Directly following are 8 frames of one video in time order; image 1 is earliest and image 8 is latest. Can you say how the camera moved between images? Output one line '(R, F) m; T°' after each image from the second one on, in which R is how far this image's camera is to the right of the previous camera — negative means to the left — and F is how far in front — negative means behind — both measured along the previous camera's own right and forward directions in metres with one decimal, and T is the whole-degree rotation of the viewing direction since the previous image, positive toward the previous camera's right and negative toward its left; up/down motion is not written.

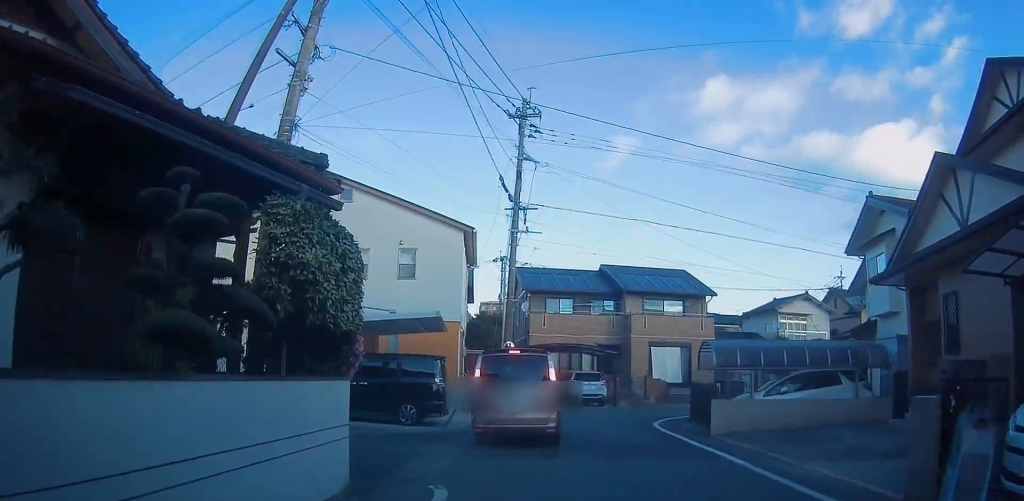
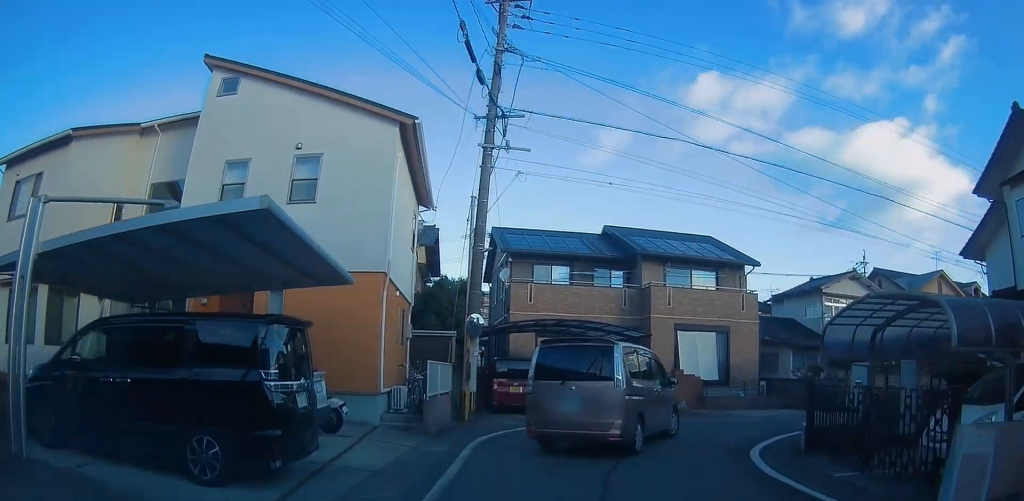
(+0.3, +4.3) m; +4°
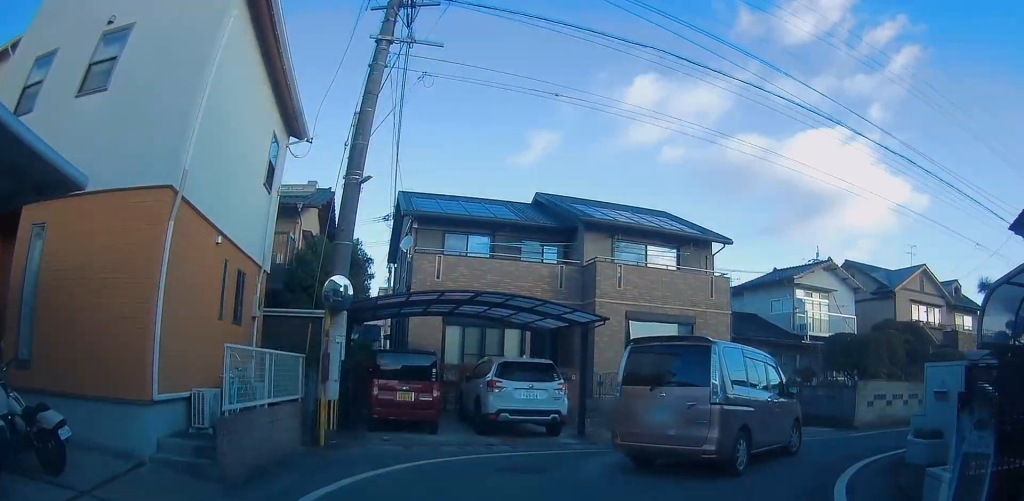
(0.0, +4.0) m; 0°
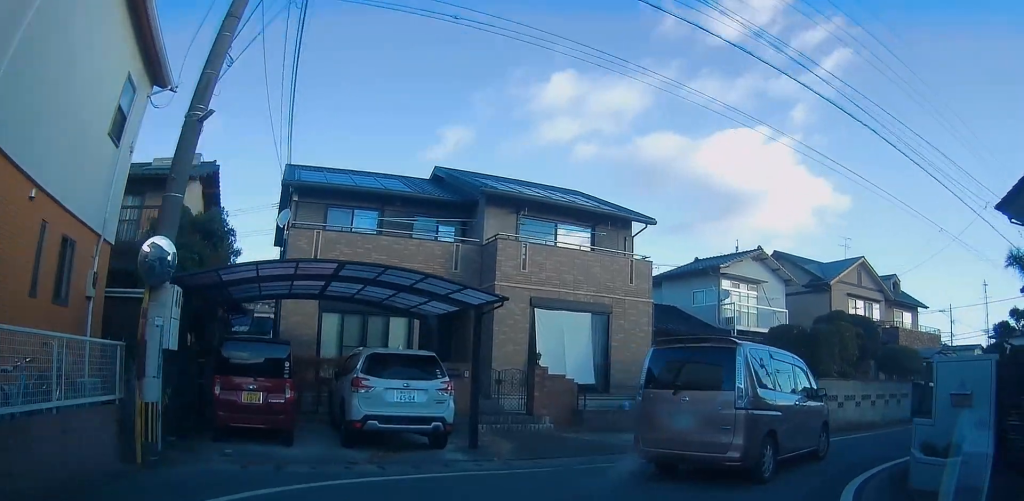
(0.0, +2.2) m; +4°
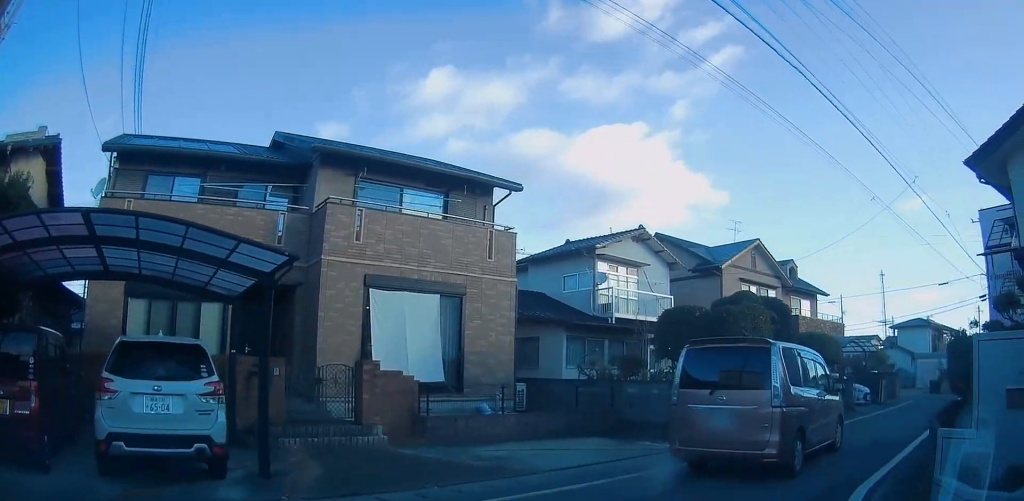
(-0.2, +2.9) m; +17°
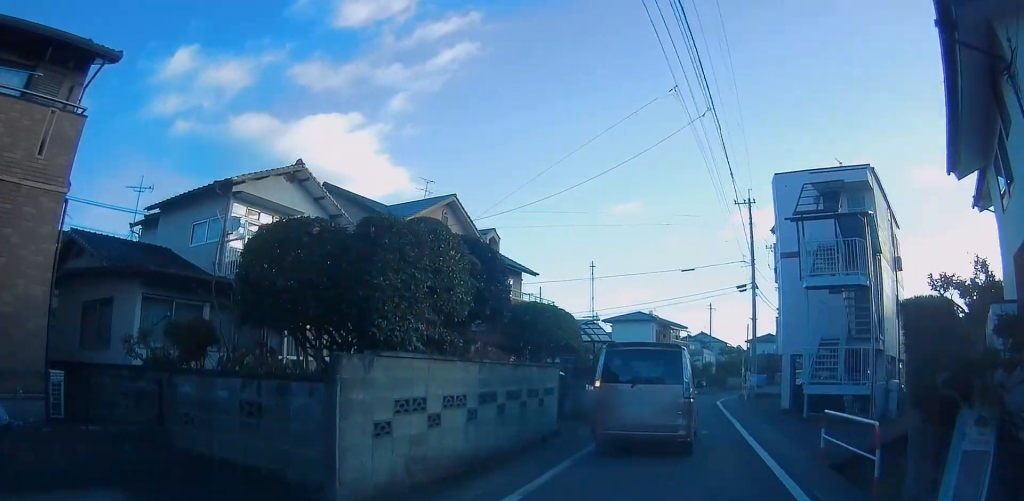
(+2.7, +5.4) m; +38°
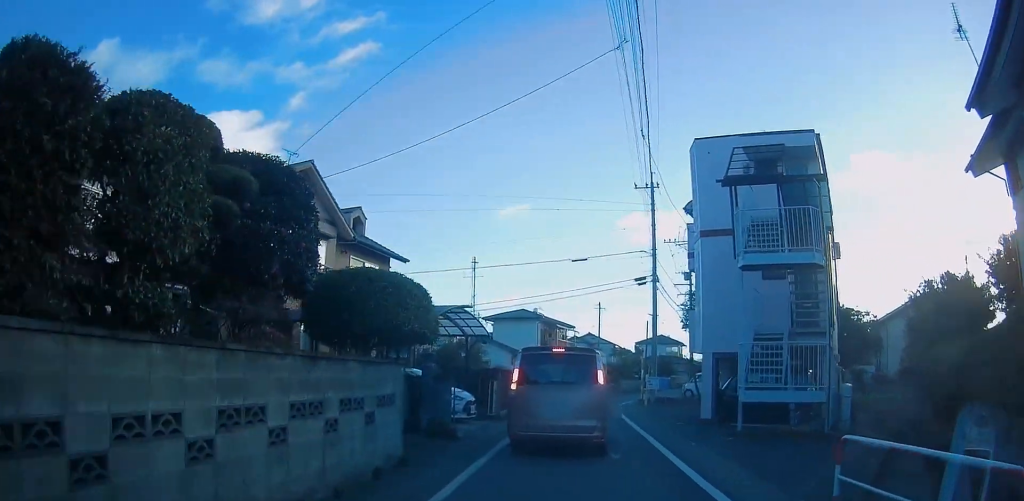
(+0.2, +3.4) m; +2°
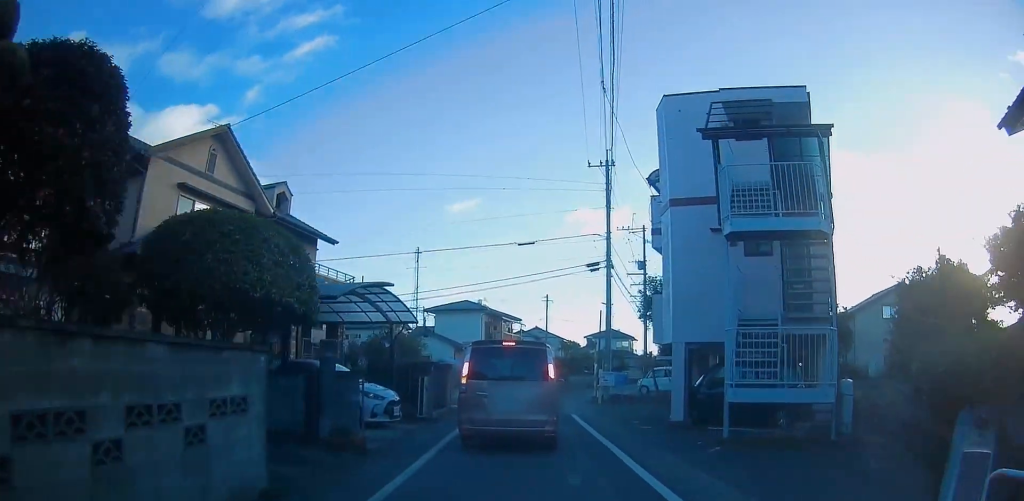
(0.0, +2.2) m; +1°
